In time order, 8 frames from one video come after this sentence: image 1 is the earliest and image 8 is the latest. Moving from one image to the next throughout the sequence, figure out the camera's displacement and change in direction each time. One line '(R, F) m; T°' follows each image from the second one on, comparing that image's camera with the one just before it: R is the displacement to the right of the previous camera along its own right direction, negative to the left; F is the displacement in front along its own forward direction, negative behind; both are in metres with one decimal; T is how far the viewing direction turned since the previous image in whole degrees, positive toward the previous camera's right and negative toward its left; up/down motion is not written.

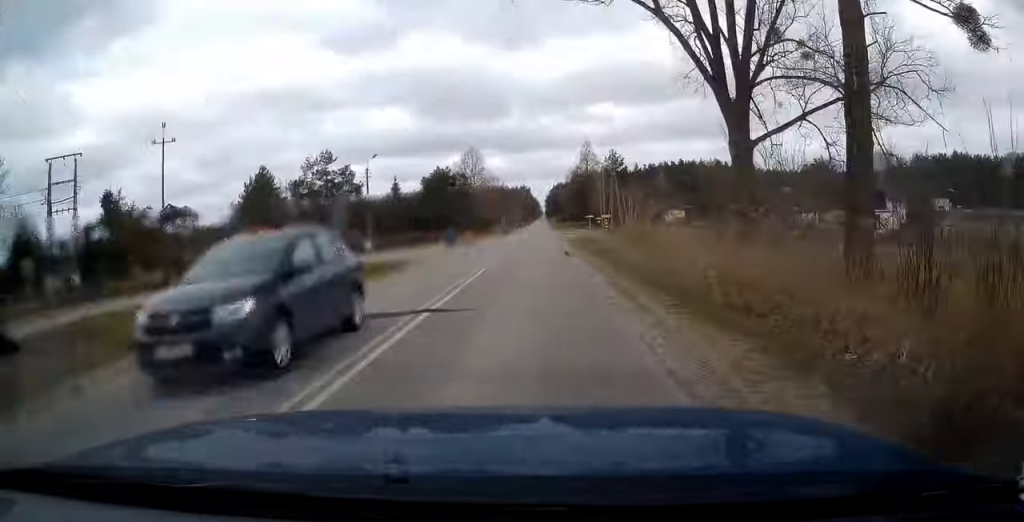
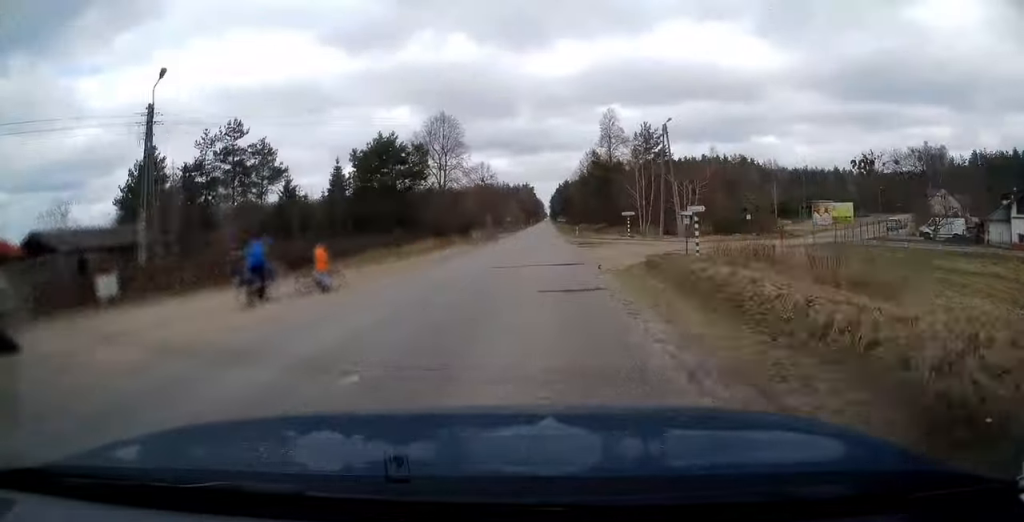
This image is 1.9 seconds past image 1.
(-0.1, +35.0) m; 0°
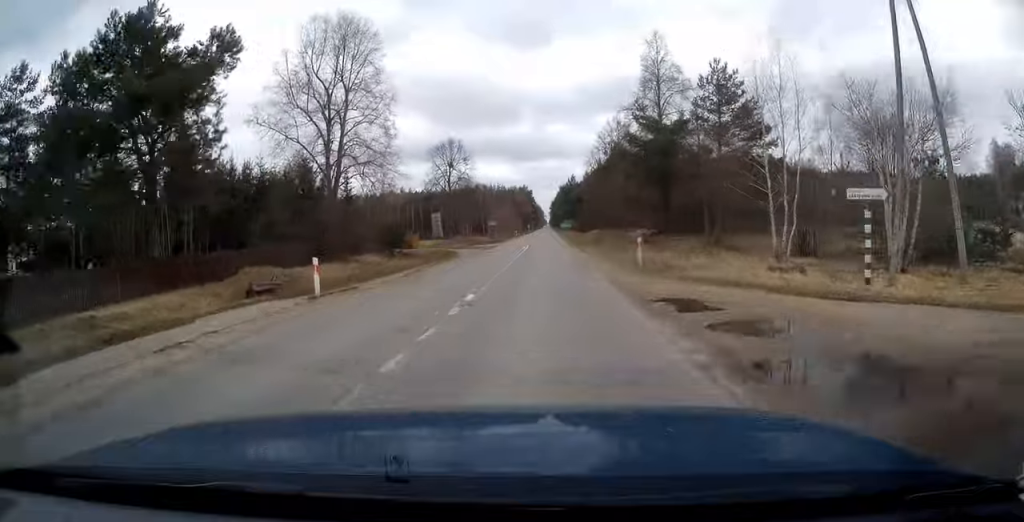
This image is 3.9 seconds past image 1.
(-0.2, +38.1) m; 0°
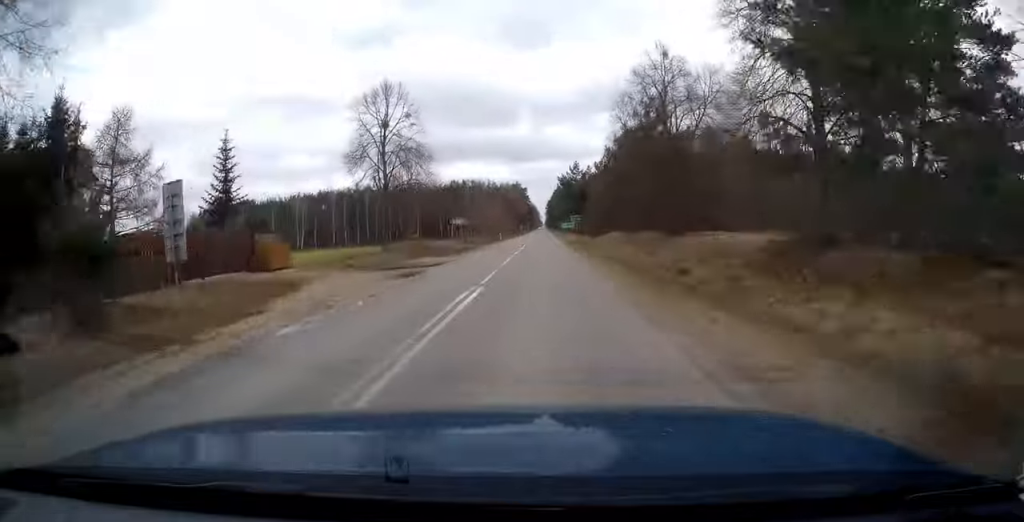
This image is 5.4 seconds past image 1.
(0.0, +29.4) m; 0°
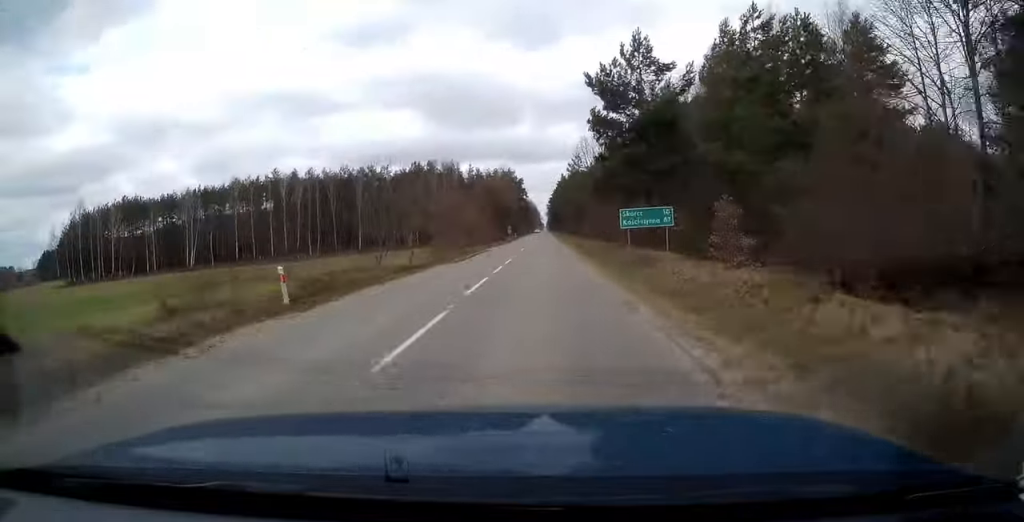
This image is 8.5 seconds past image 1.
(+0.2, +68.5) m; 0°
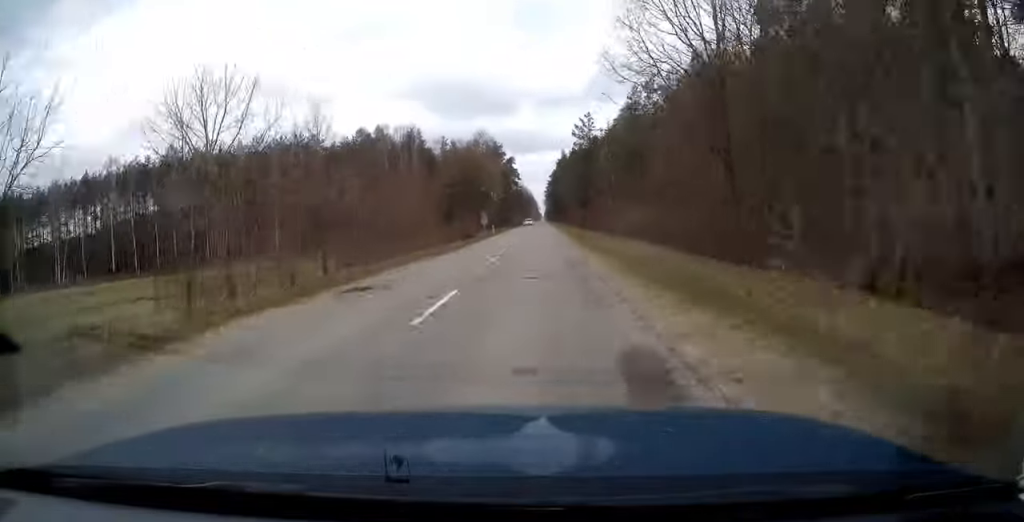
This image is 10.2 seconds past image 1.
(0.0, +43.6) m; 0°
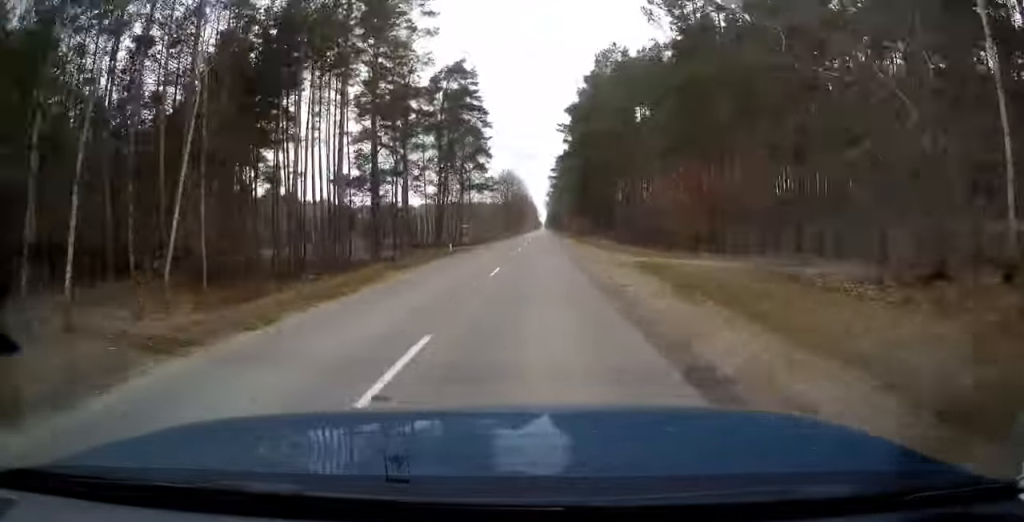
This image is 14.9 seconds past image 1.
(-0.4, +120.4) m; 0°
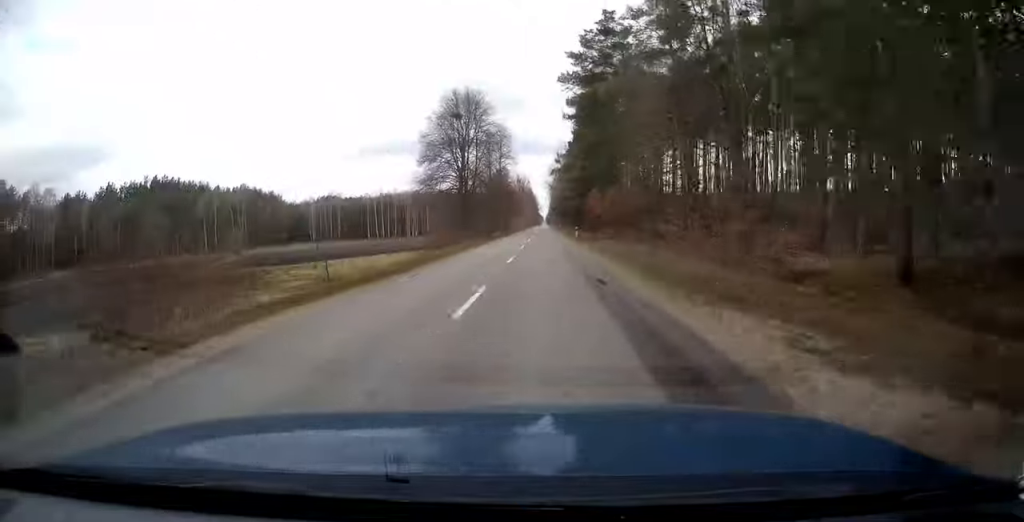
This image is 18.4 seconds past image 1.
(+0.1, +95.5) m; 0°
